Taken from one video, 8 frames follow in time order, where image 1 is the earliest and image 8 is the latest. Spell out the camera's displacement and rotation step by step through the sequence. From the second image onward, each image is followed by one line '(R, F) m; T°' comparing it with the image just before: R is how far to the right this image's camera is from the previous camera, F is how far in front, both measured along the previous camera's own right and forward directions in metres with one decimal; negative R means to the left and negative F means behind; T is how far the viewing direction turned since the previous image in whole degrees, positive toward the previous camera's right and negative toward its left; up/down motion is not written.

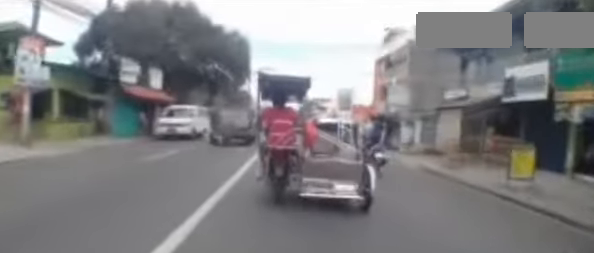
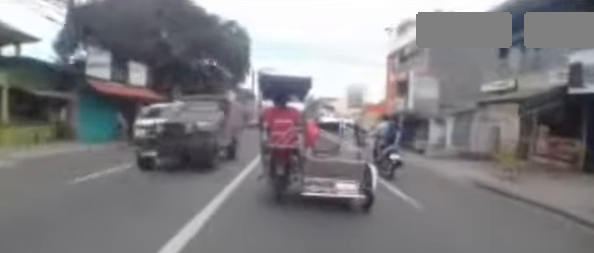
(0.0, +3.2) m; -1°
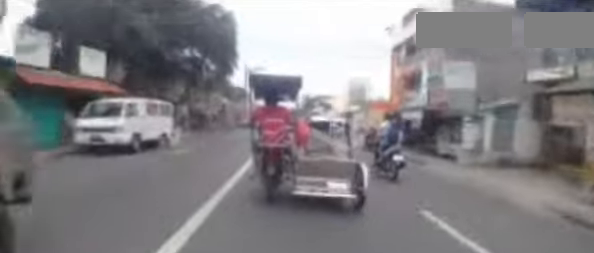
(-0.2, +3.1) m; -3°
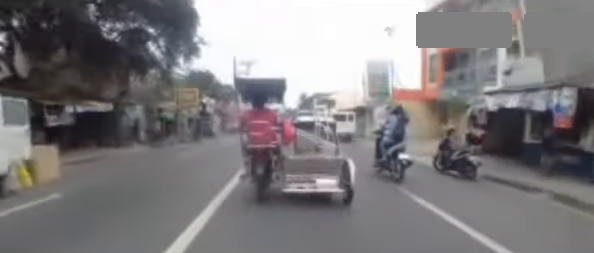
(-0.2, +8.1) m; -1°
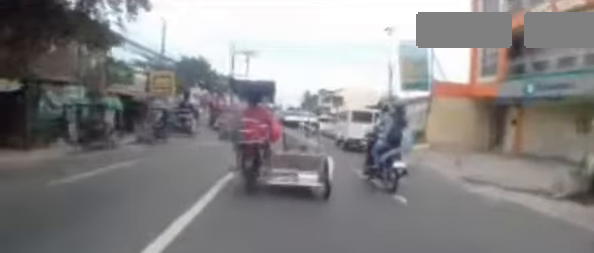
(+0.2, +6.4) m; +6°
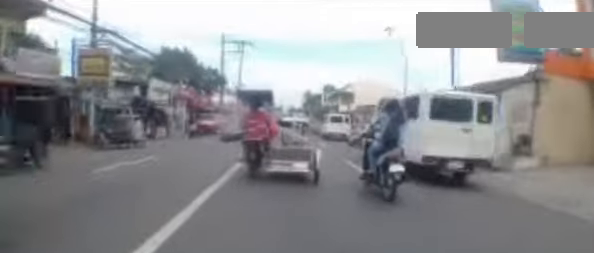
(+0.5, +7.7) m; 0°
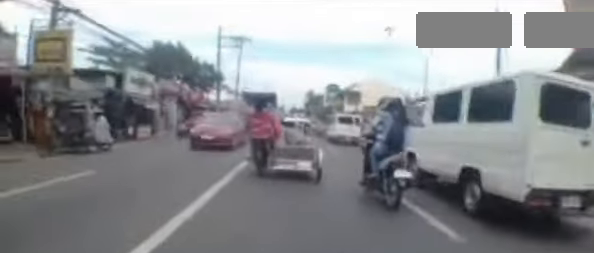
(0.0, +2.8) m; -3°
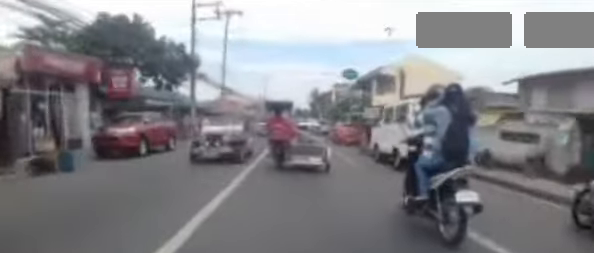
(-1.5, +11.9) m; -3°
